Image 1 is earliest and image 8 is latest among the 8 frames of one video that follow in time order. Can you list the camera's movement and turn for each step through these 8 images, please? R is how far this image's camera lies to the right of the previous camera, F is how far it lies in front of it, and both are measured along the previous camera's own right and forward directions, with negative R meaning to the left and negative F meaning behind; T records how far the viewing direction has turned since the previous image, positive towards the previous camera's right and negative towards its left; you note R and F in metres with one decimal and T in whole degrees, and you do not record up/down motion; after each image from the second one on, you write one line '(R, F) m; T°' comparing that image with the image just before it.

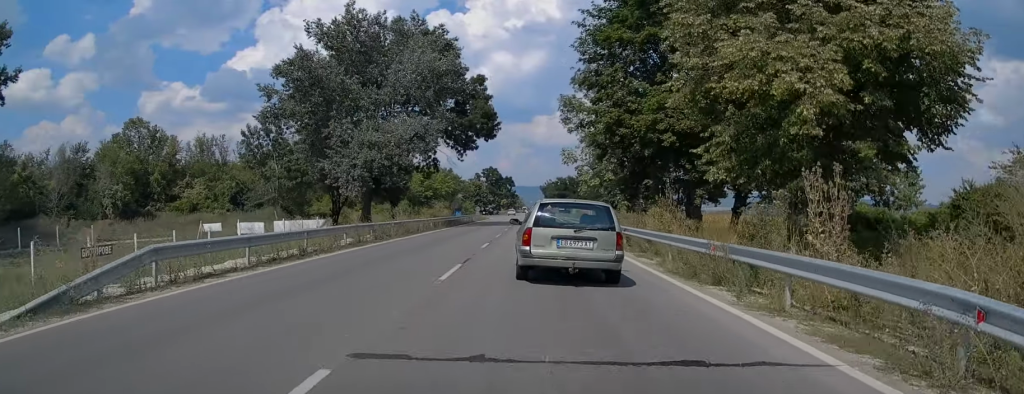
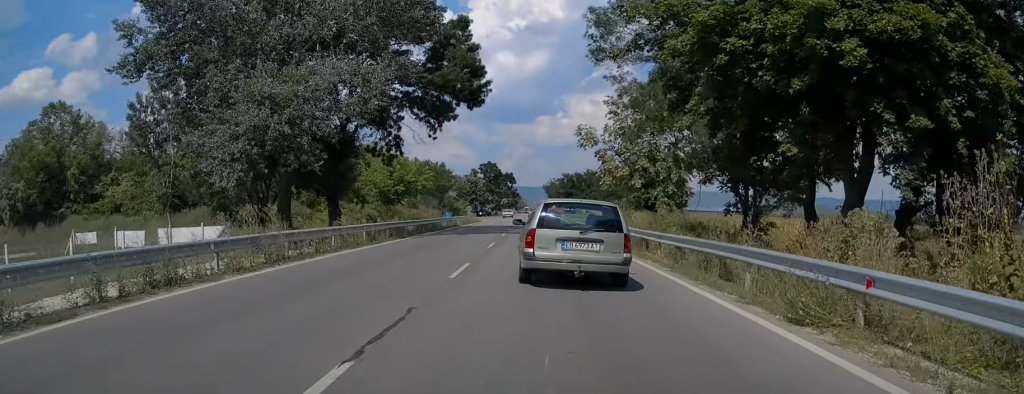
(-0.1, +18.1) m; 0°
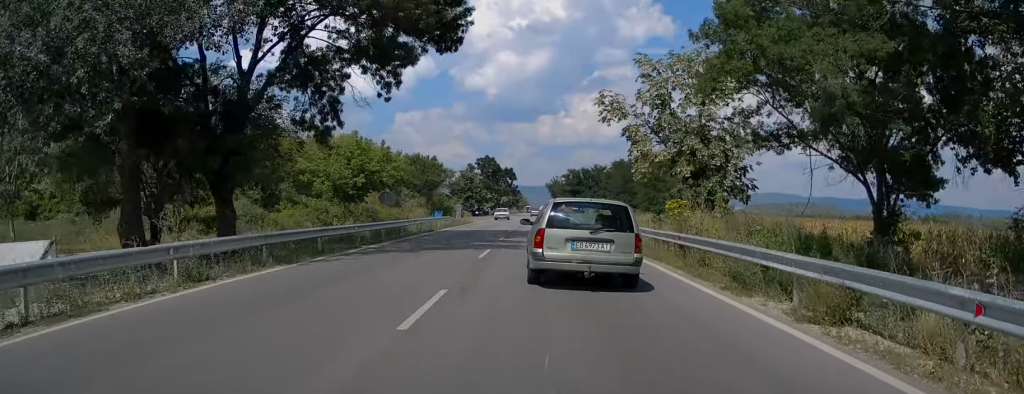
(+0.1, +13.9) m; 0°
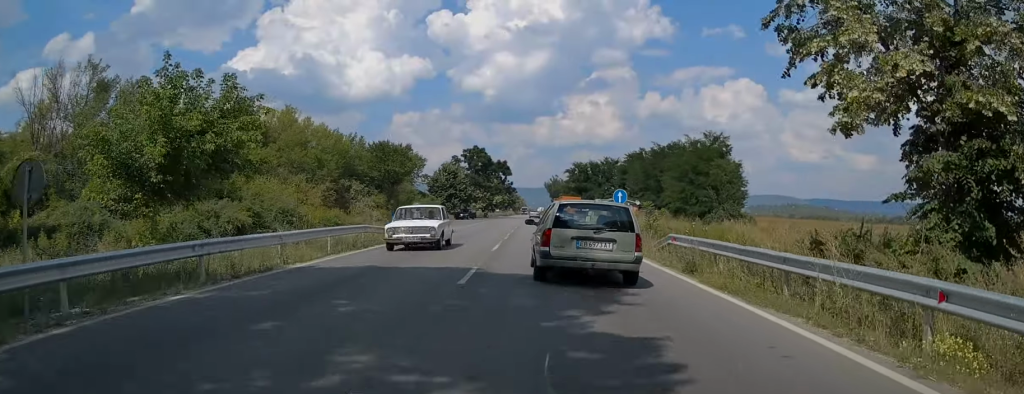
(-0.2, +23.6) m; -1°
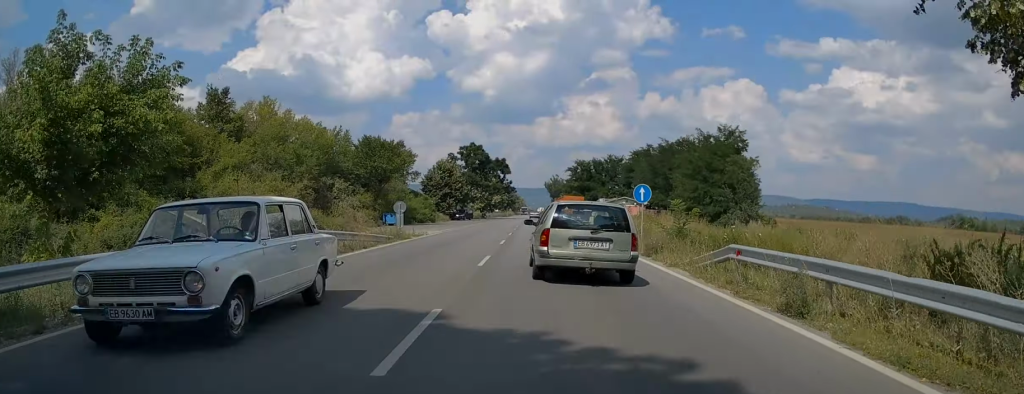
(0.0, +5.7) m; 0°
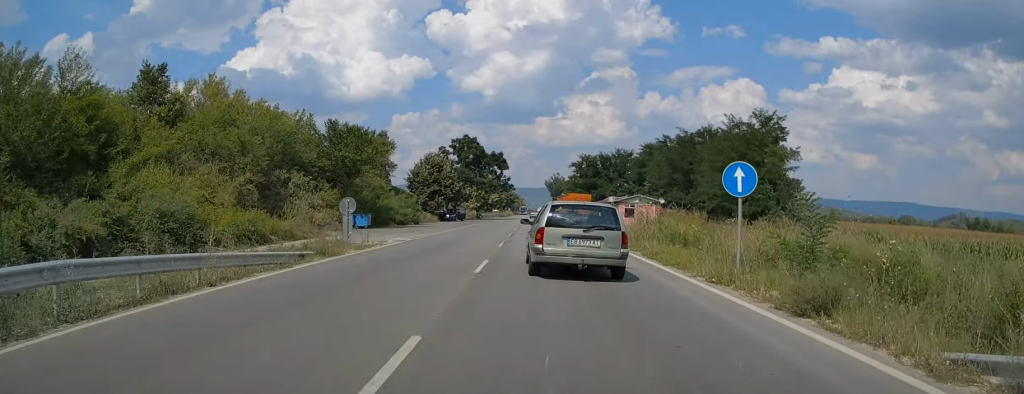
(+0.1, +10.8) m; 0°
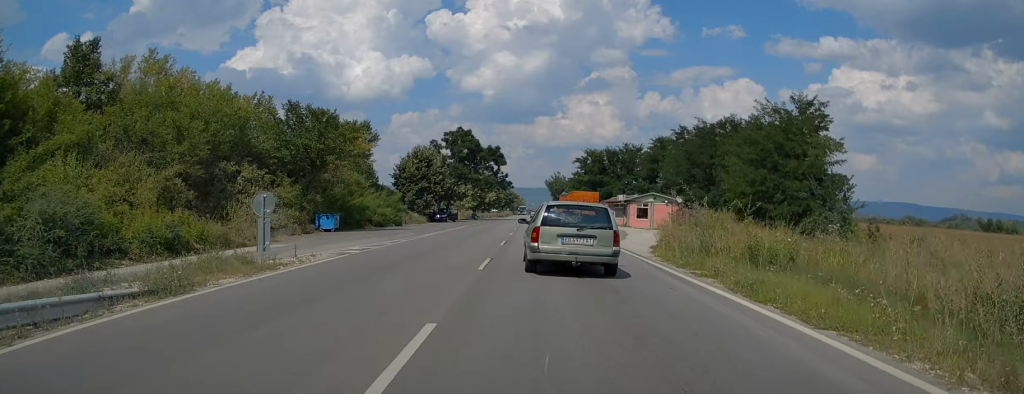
(0.0, +8.6) m; 0°
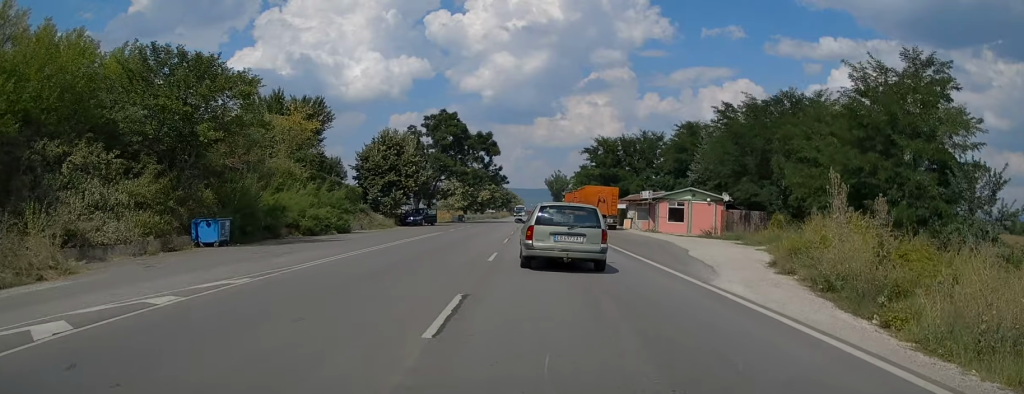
(-0.2, +15.9) m; 0°
